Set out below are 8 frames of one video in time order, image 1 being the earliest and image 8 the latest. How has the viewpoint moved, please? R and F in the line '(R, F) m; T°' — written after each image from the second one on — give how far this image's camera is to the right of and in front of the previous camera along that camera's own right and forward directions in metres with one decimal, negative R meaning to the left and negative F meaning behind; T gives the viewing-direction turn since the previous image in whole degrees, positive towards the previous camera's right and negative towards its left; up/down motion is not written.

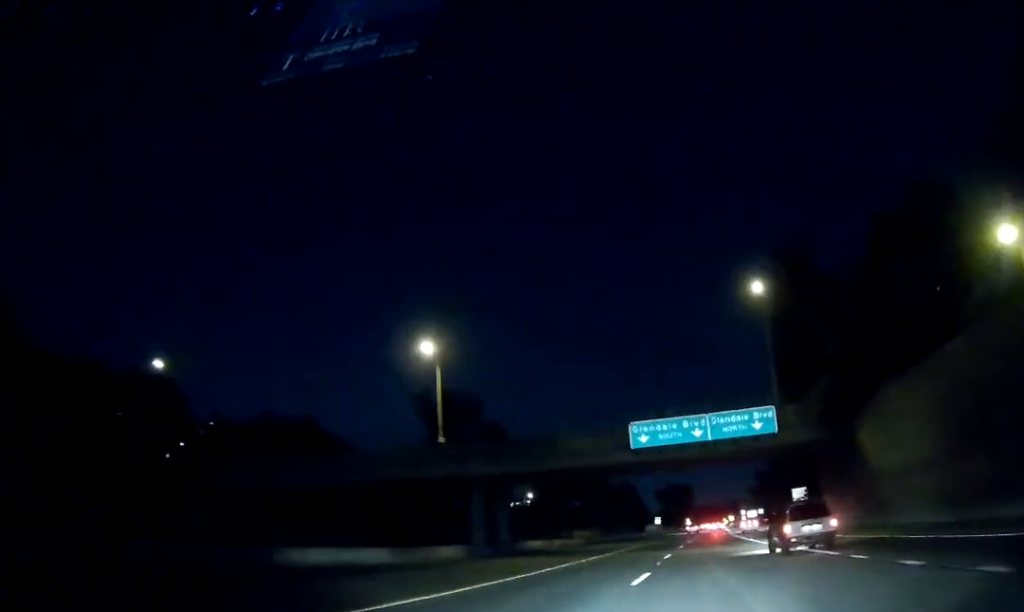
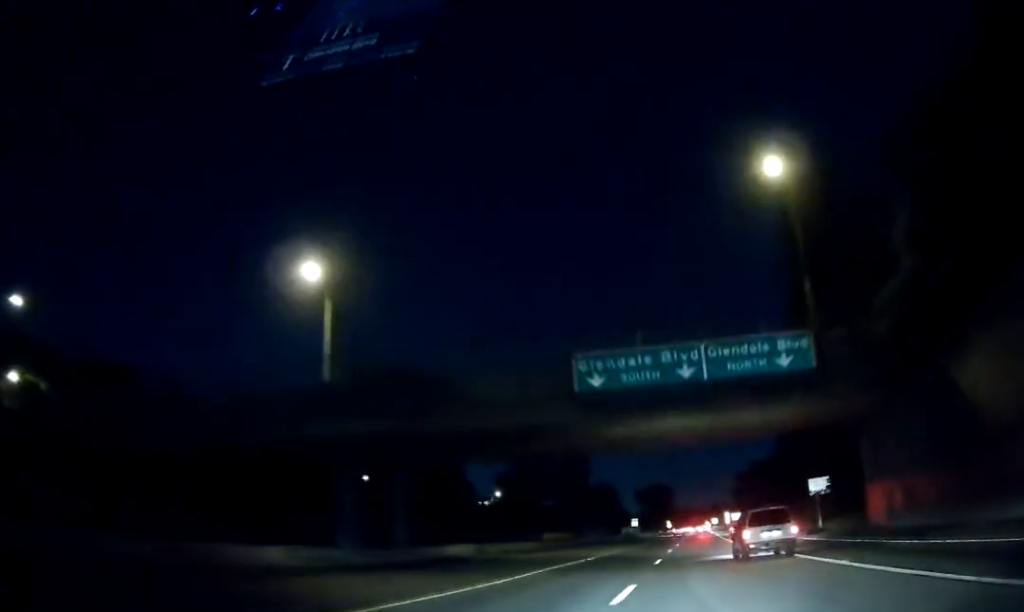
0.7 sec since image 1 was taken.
(+0.2, +19.5) m; +1°
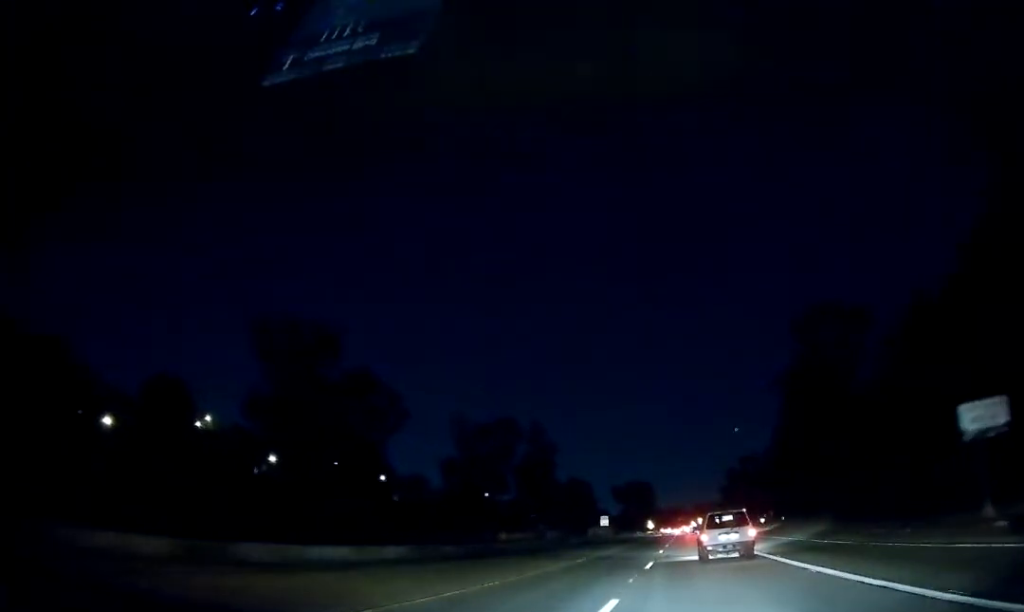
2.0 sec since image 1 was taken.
(+0.9, +33.6) m; +2°
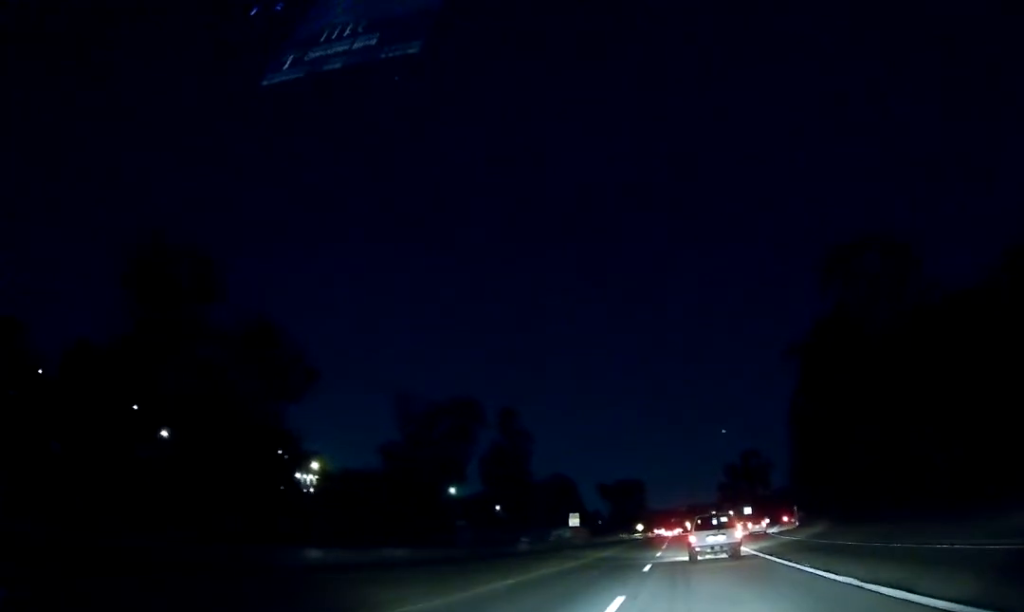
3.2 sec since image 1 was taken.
(0.0, +30.2) m; -1°
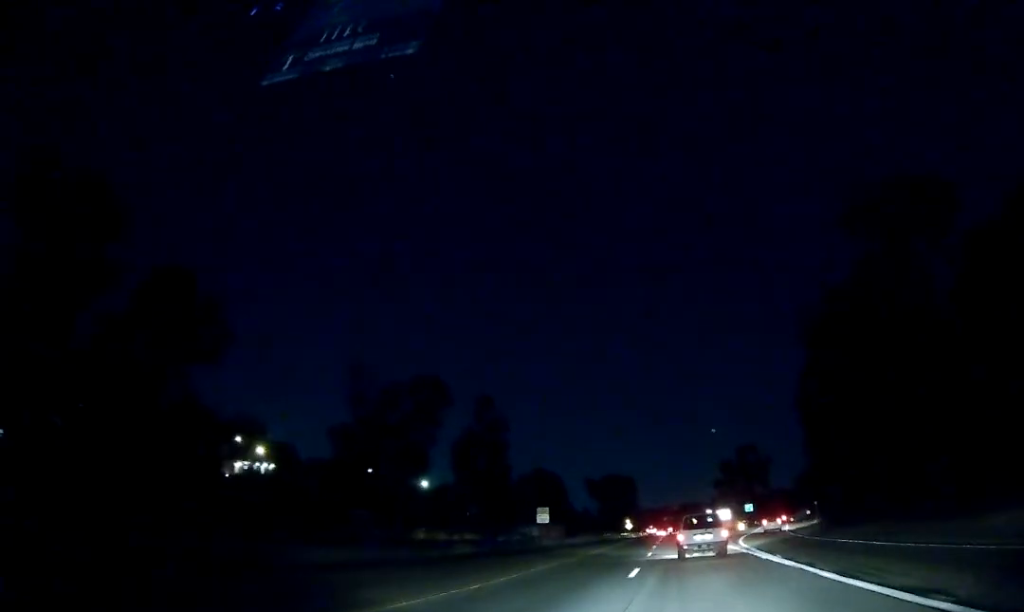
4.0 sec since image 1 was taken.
(-0.4, +17.9) m; 0°
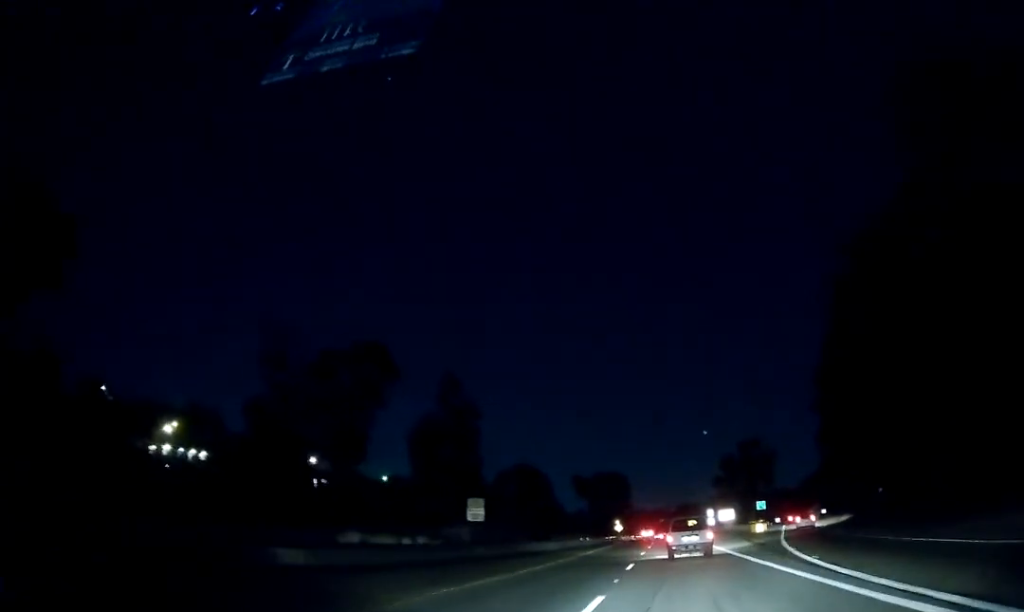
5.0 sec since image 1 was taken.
(+0.5, +24.6) m; +1°
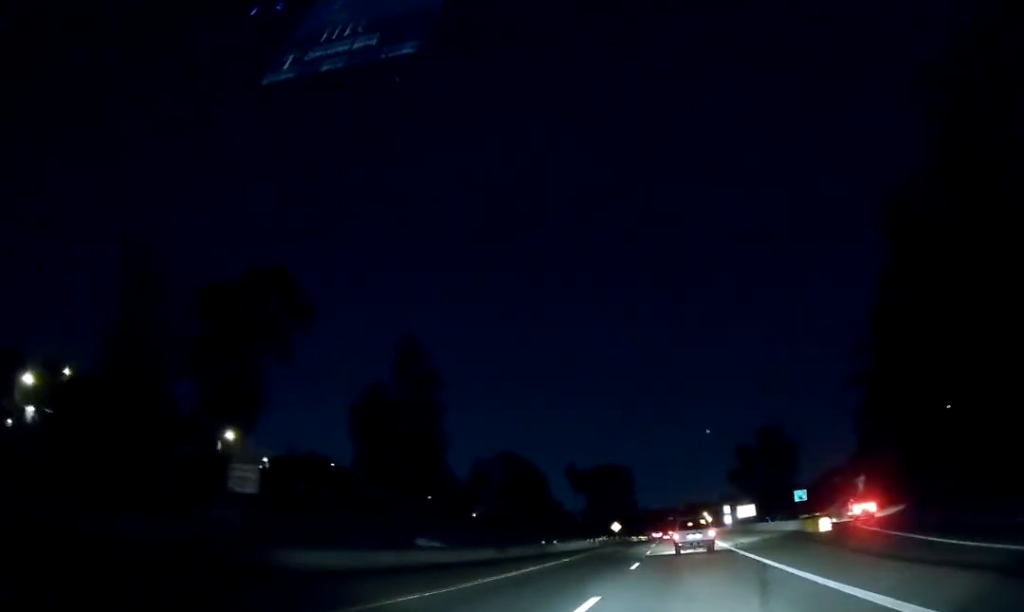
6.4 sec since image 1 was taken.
(-0.1, +31.1) m; 0°
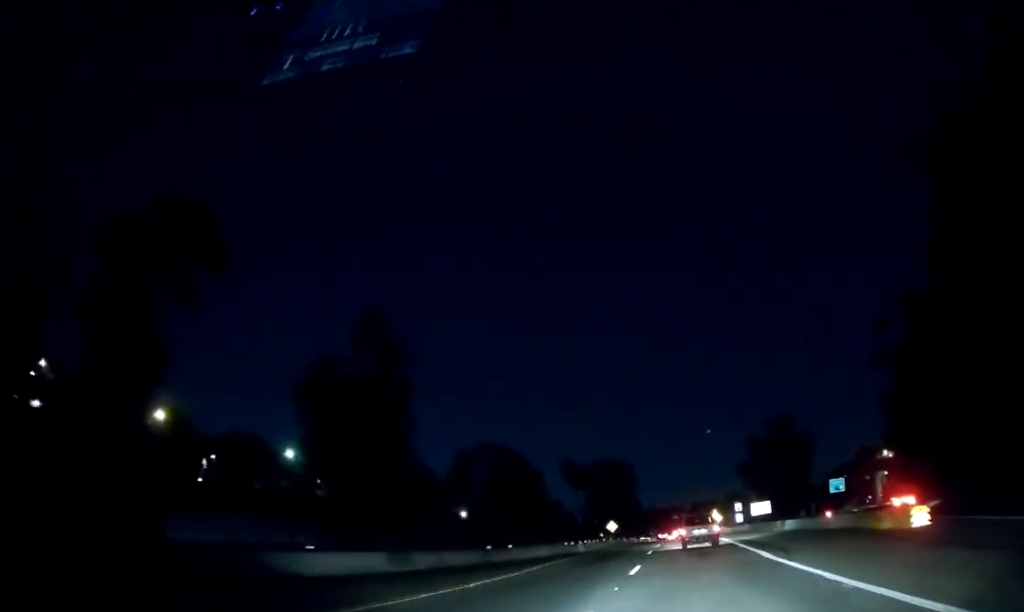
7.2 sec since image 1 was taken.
(+0.2, +17.5) m; +1°
